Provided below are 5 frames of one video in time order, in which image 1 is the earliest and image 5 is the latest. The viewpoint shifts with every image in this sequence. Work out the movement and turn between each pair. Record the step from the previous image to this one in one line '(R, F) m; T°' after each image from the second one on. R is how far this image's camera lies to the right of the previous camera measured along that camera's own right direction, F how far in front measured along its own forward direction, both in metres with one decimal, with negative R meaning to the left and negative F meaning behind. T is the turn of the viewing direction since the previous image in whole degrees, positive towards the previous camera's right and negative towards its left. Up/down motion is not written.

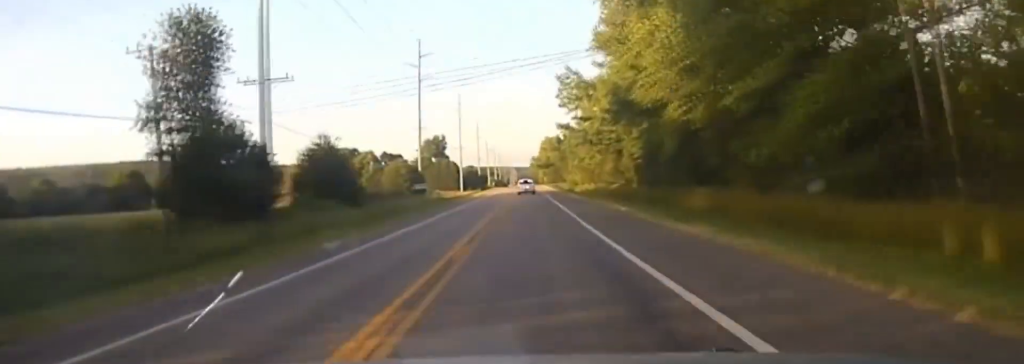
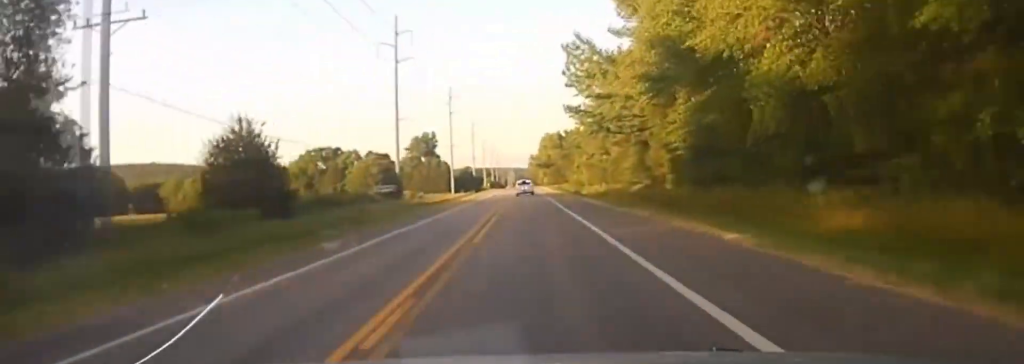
(-0.1, +23.9) m; 0°
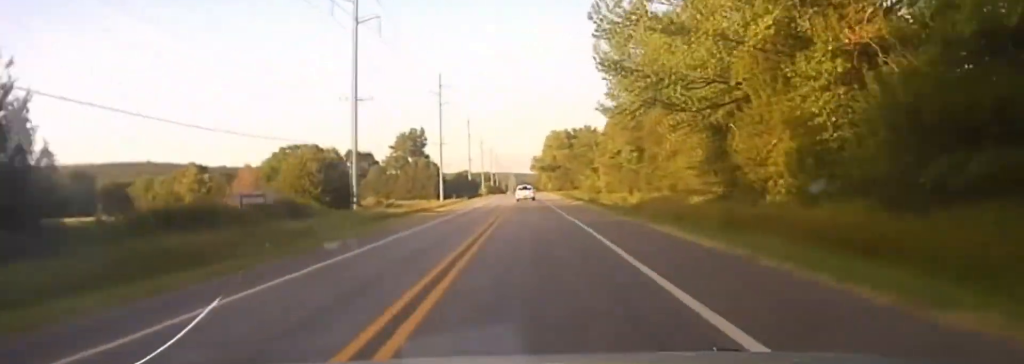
(+0.2, +30.9) m; 0°
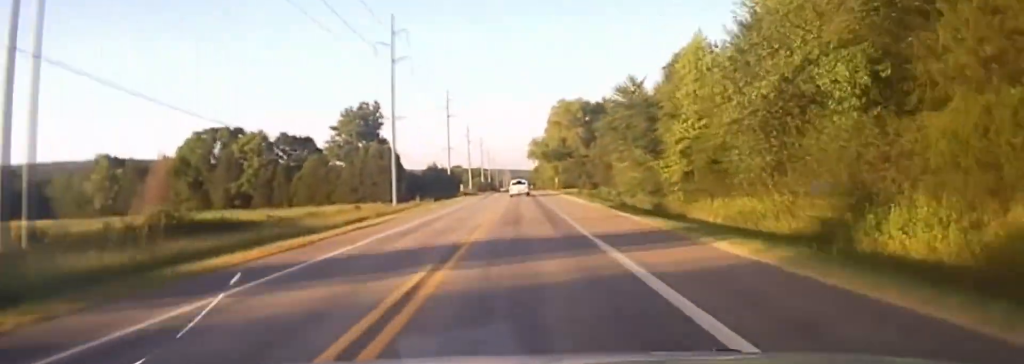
(+0.1, +58.8) m; 0°
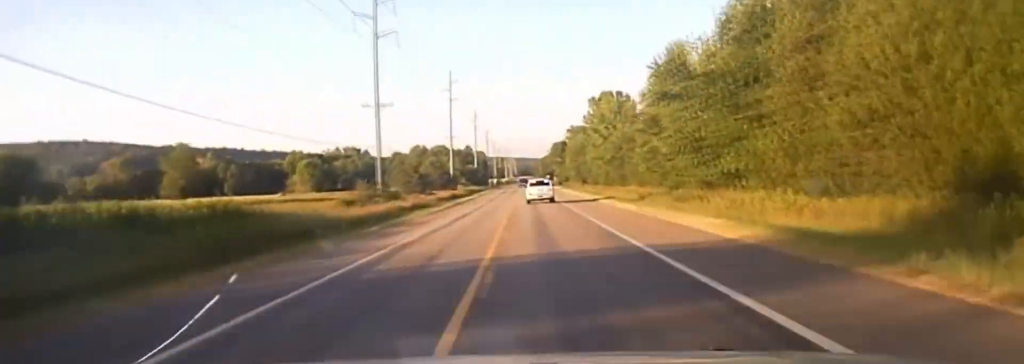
(-0.9, +203.8) m; 0°
